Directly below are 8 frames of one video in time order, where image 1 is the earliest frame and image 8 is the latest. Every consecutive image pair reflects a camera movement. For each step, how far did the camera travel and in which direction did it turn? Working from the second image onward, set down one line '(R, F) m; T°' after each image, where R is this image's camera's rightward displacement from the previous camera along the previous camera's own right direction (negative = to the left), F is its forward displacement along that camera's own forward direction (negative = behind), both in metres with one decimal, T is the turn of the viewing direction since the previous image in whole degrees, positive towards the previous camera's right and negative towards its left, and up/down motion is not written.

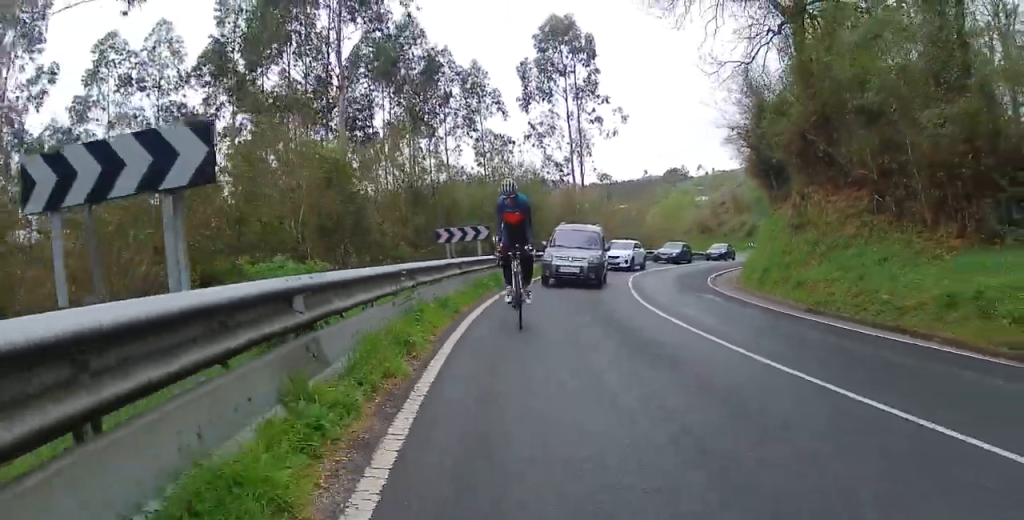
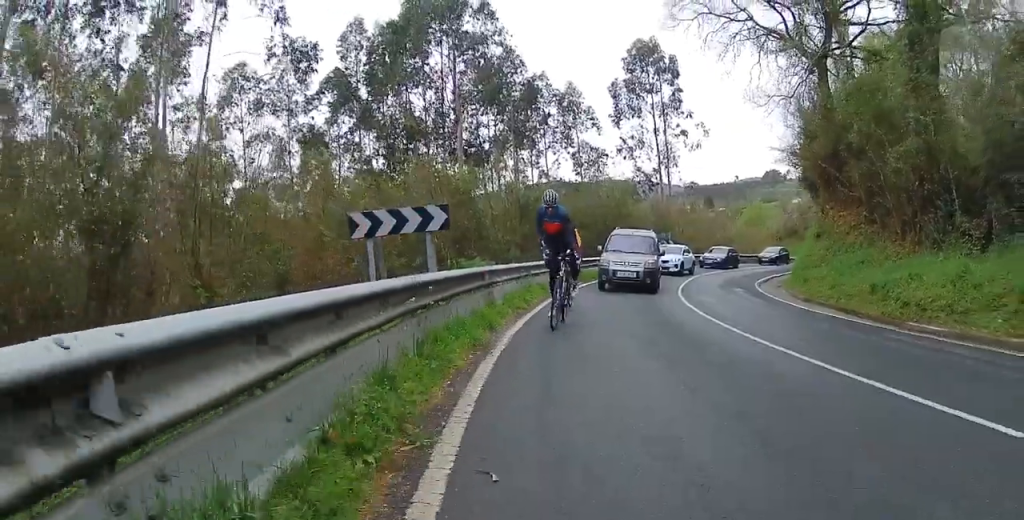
(-0.7, +5.7) m; -8°
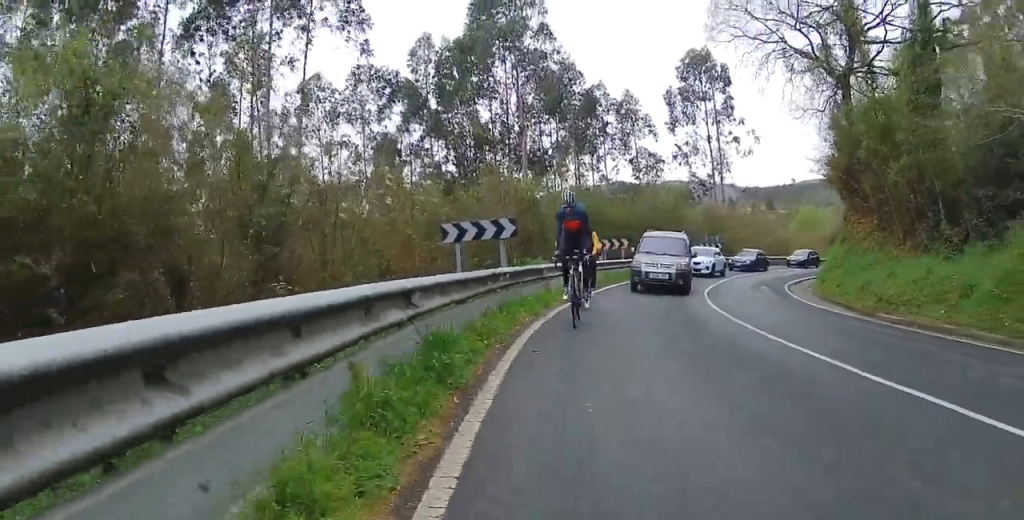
(-0.1, +3.2) m; 0°
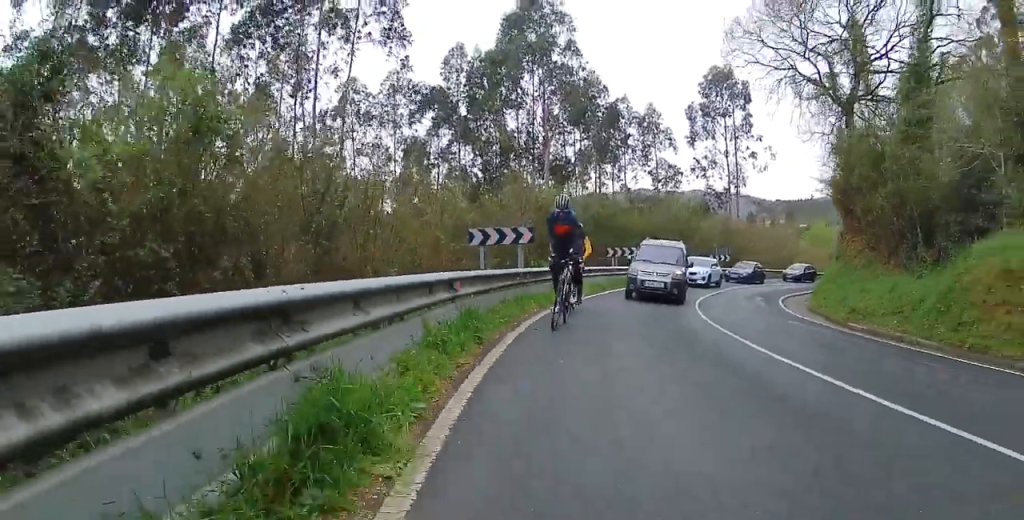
(+0.1, +2.2) m; -1°
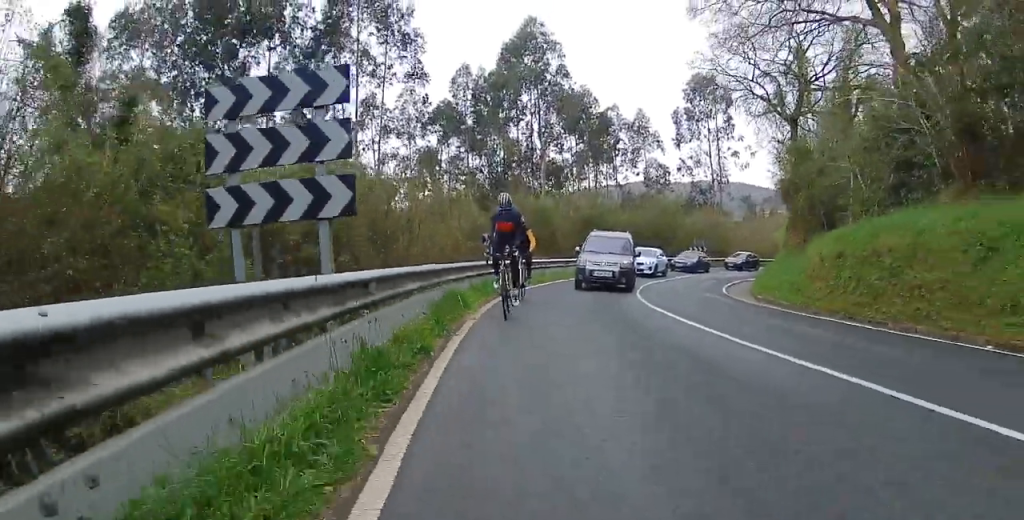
(-0.3, +6.3) m; -10°
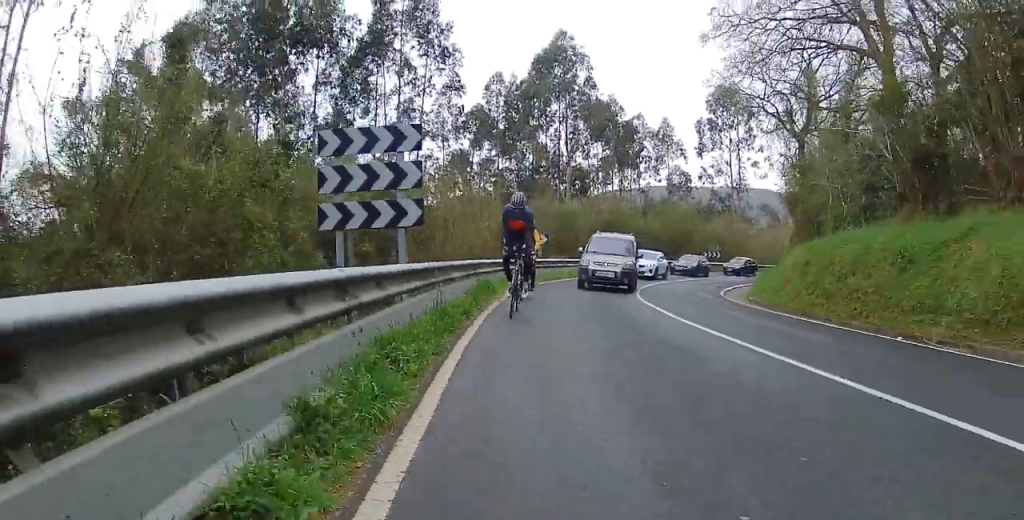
(-0.2, +2.7) m; +1°
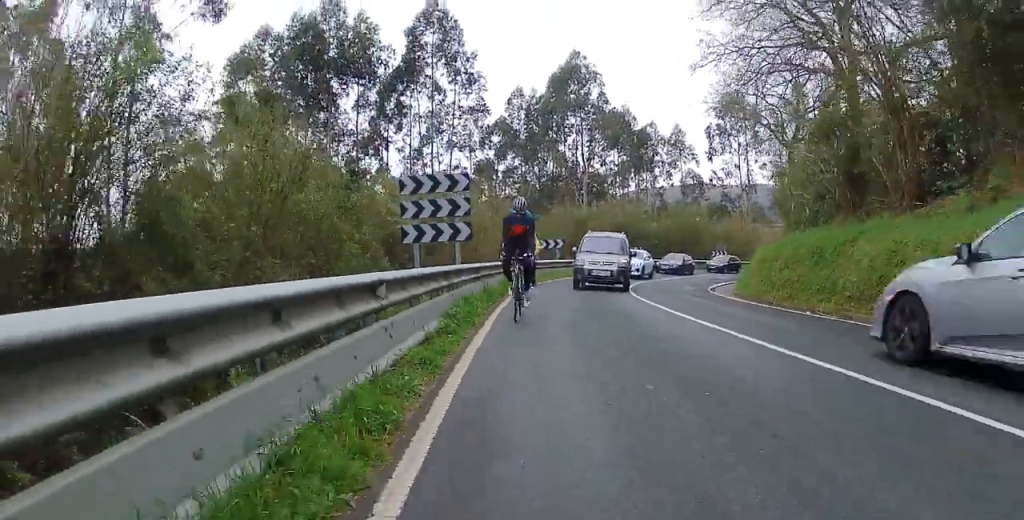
(+0.2, +4.7) m; +2°
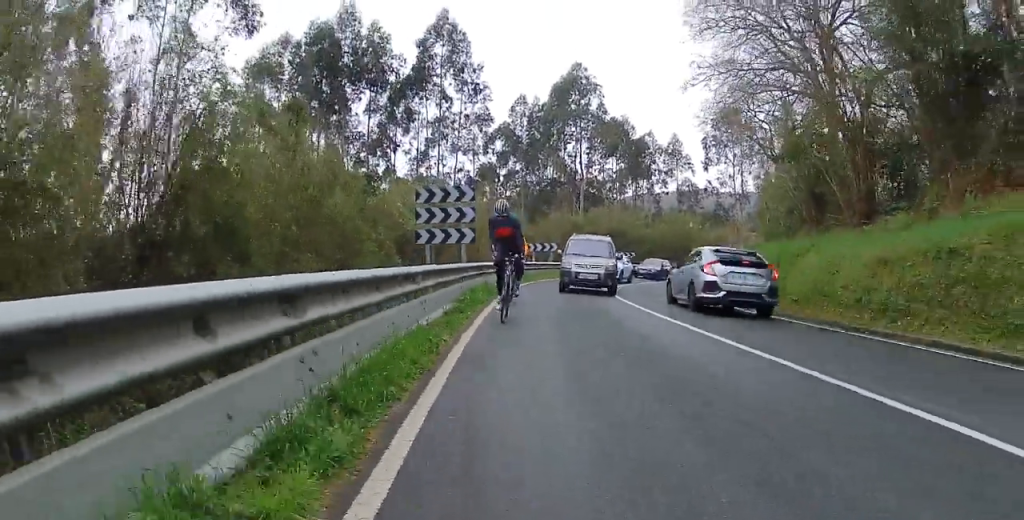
(+0.1, +2.6) m; 0°
